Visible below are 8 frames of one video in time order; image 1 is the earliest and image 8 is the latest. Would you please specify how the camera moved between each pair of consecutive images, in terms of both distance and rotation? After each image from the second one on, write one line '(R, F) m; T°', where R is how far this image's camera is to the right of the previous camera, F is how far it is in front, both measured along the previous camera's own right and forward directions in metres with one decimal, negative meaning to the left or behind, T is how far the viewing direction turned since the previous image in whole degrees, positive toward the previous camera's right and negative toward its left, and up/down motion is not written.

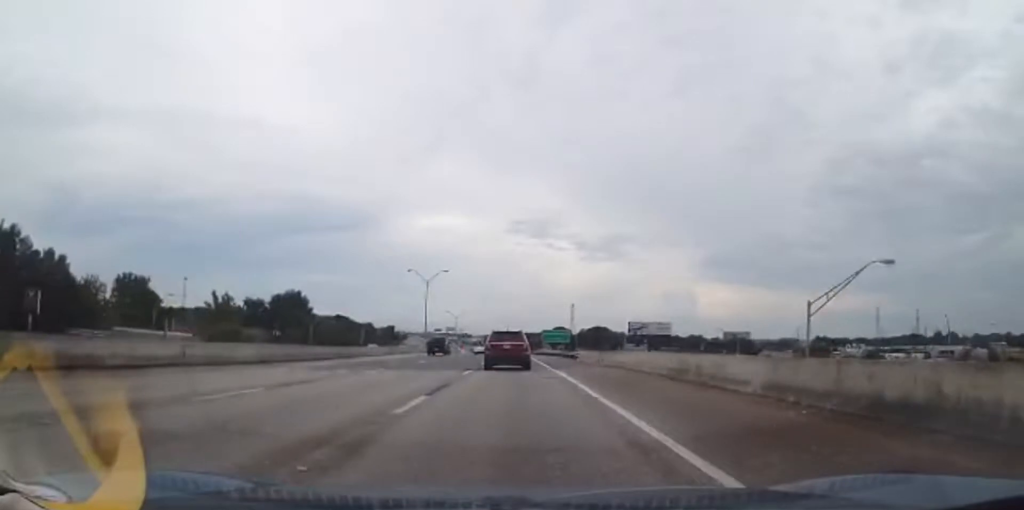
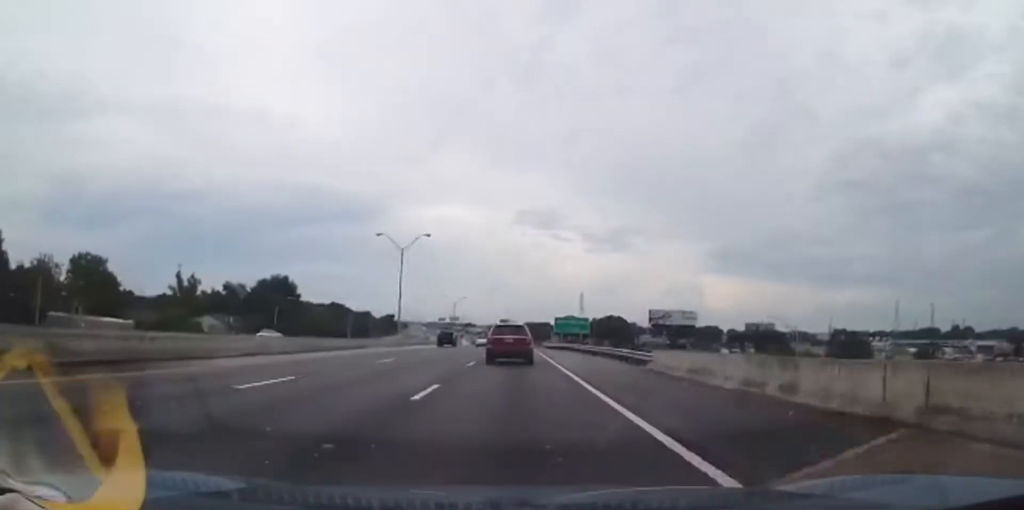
(-0.3, +23.0) m; 0°
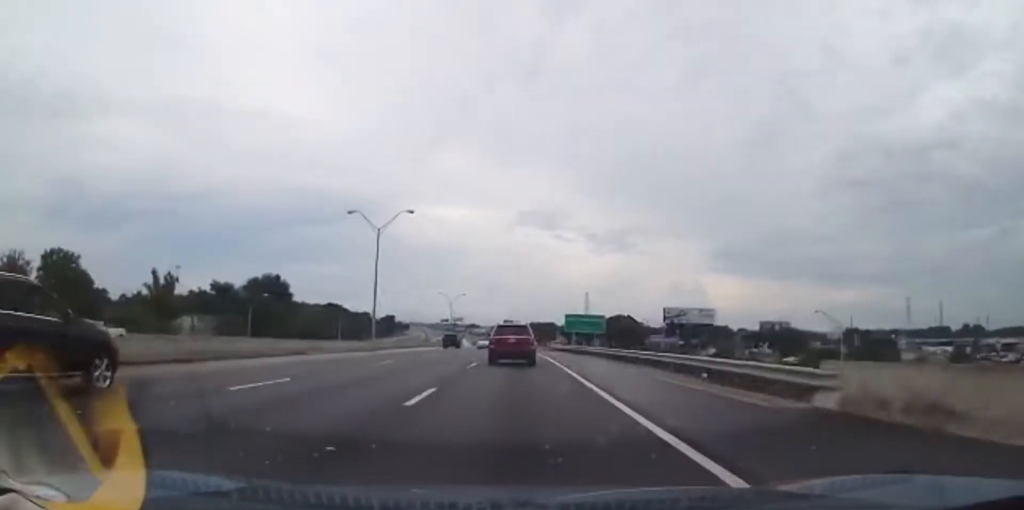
(0.0, +12.7) m; +1°
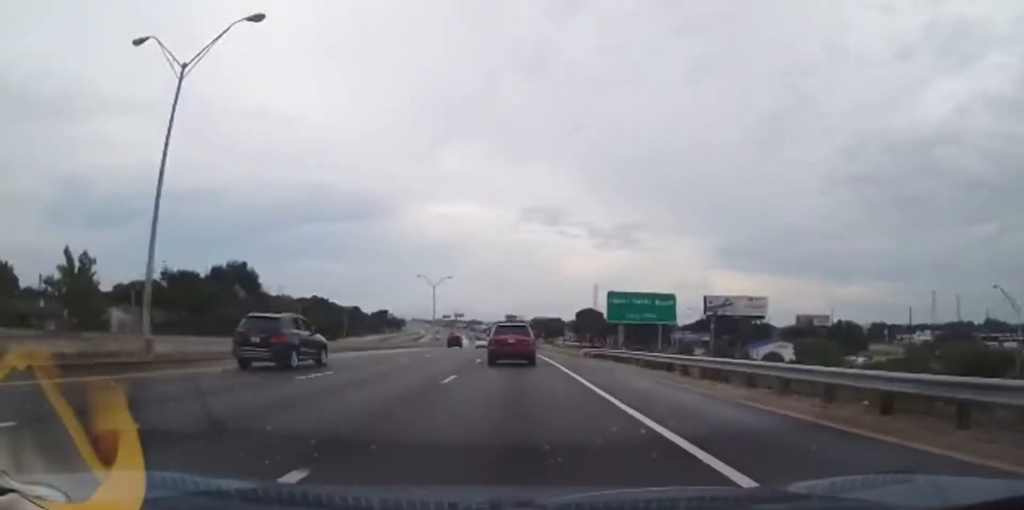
(+0.2, +33.3) m; 0°
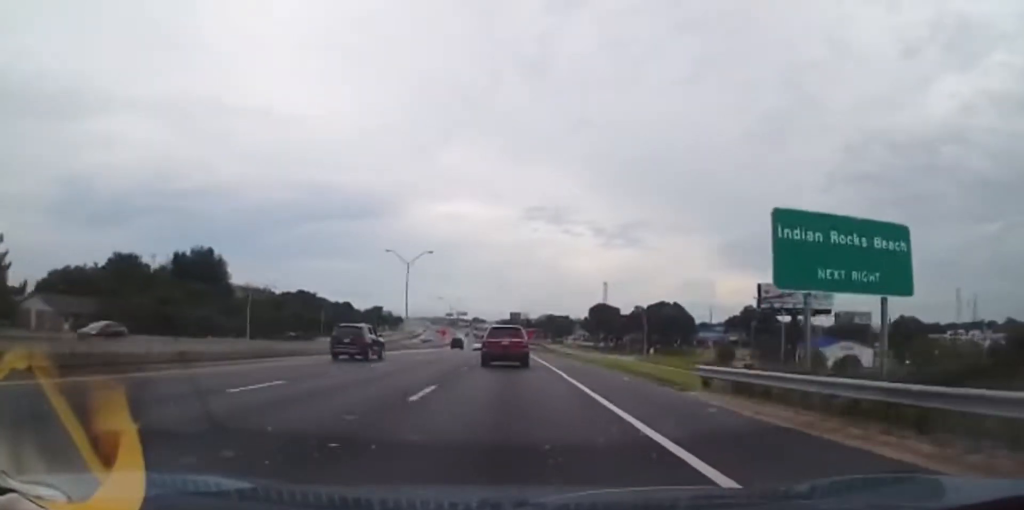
(-0.4, +27.7) m; -1°
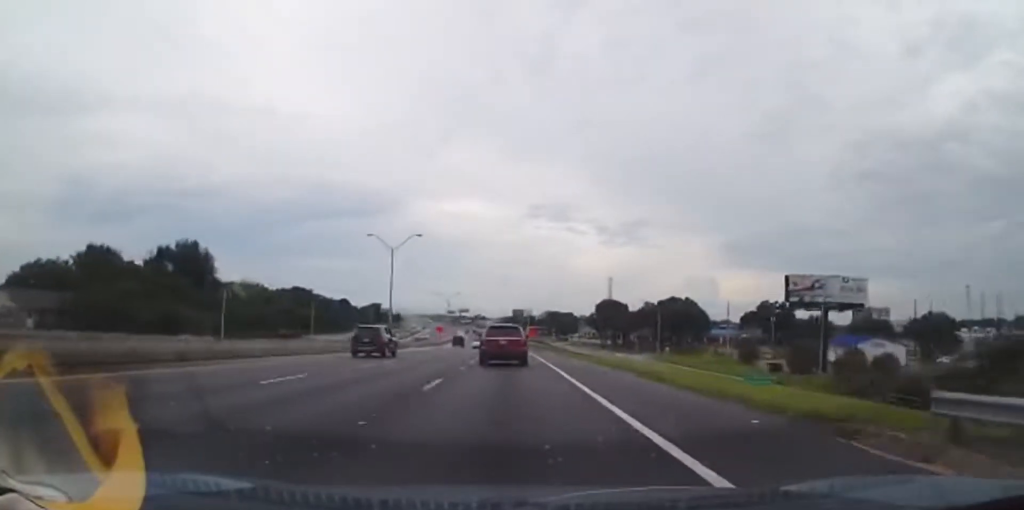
(+0.1, +10.3) m; 0°
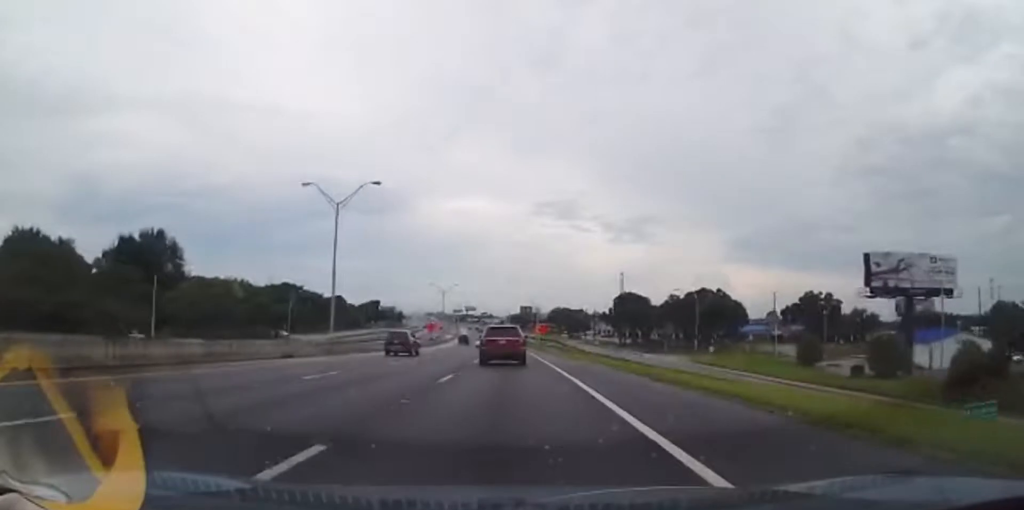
(-0.3, +21.6) m; -1°
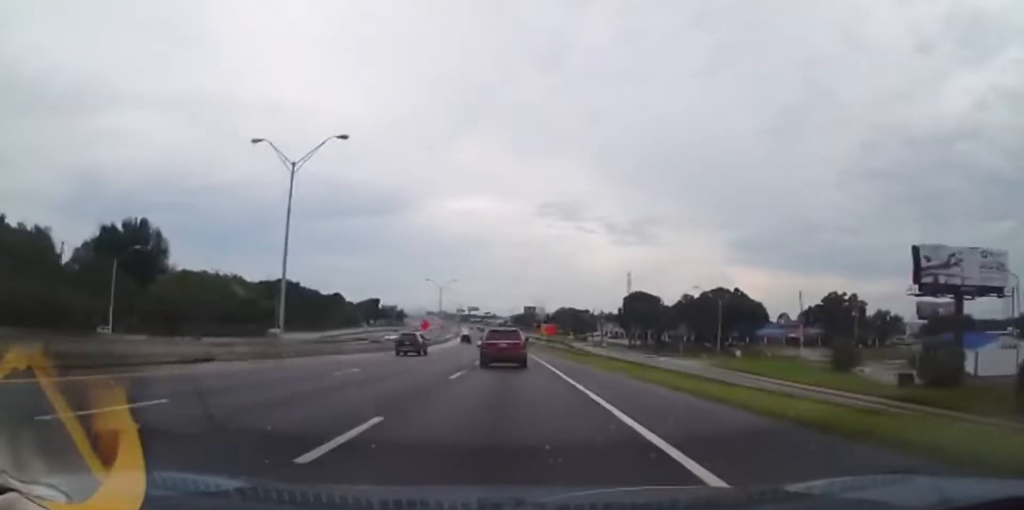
(0.0, +9.7) m; 0°
